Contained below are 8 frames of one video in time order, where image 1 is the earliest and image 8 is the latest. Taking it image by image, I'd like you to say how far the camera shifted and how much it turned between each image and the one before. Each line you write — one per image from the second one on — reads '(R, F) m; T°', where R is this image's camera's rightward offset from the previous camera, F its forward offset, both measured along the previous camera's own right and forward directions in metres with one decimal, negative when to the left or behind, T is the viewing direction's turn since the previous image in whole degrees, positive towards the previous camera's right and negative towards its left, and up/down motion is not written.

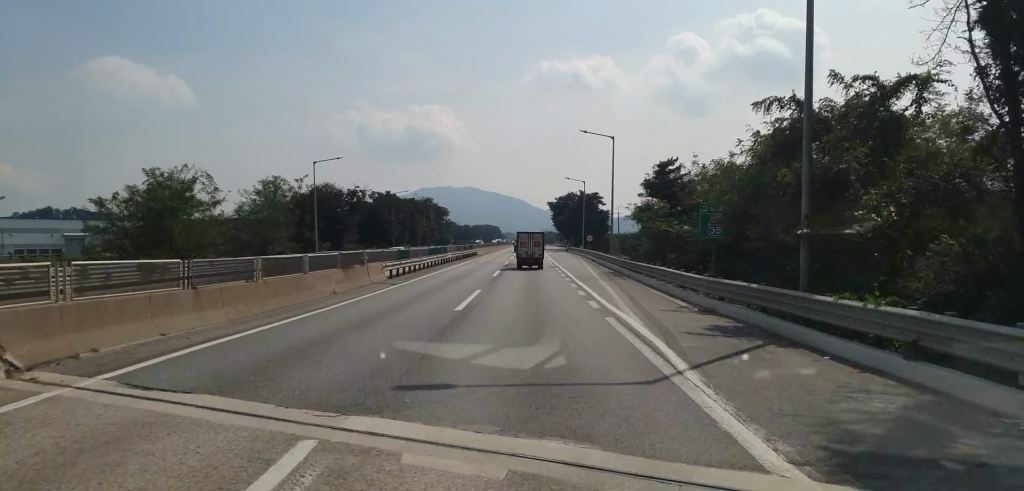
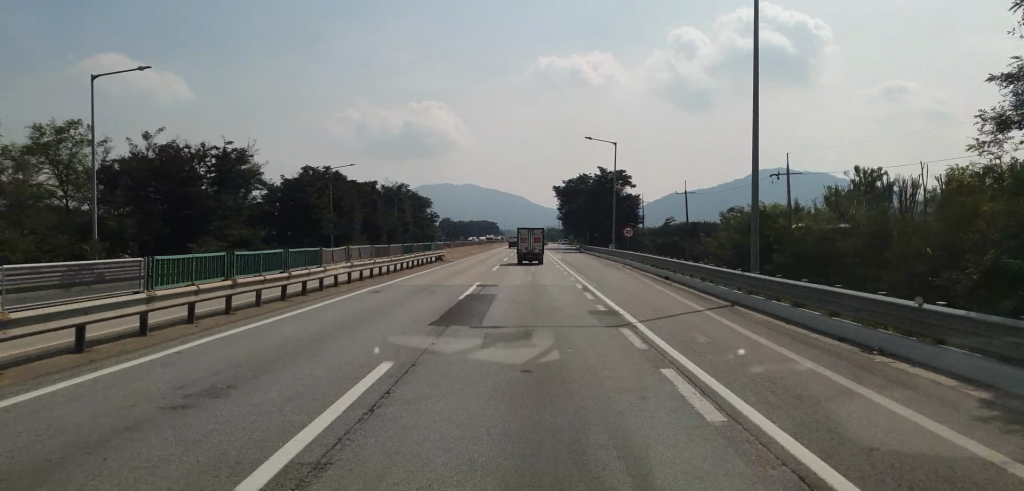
(+0.2, +38.6) m; 0°
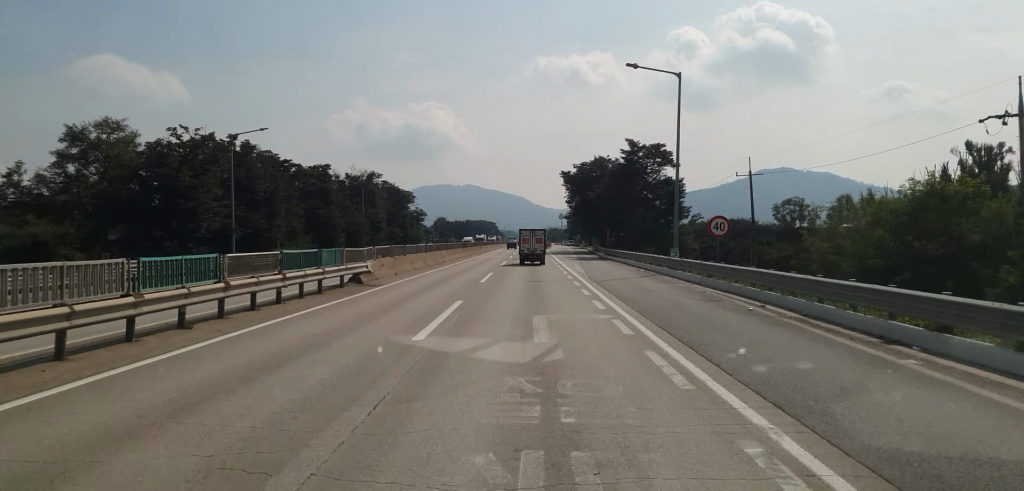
(-0.3, +28.6) m; -1°
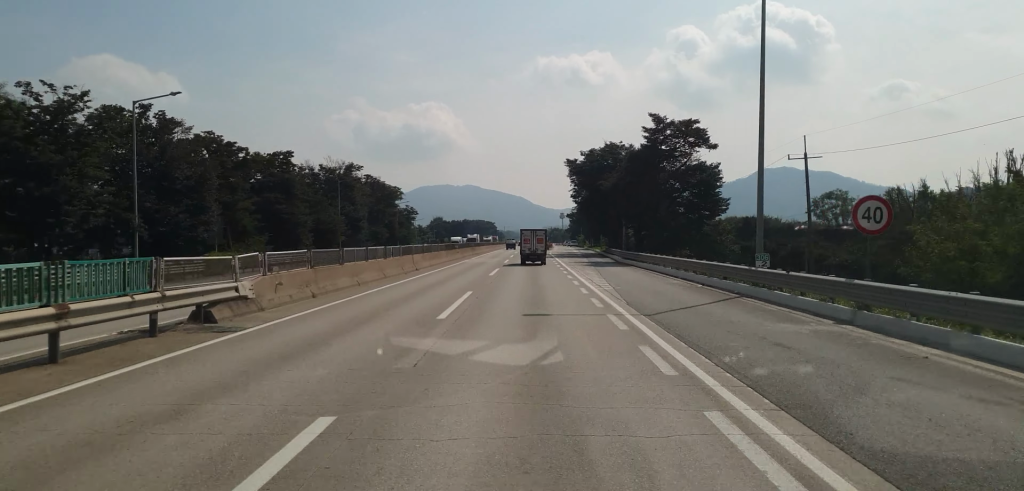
(0.0, +14.2) m; 0°
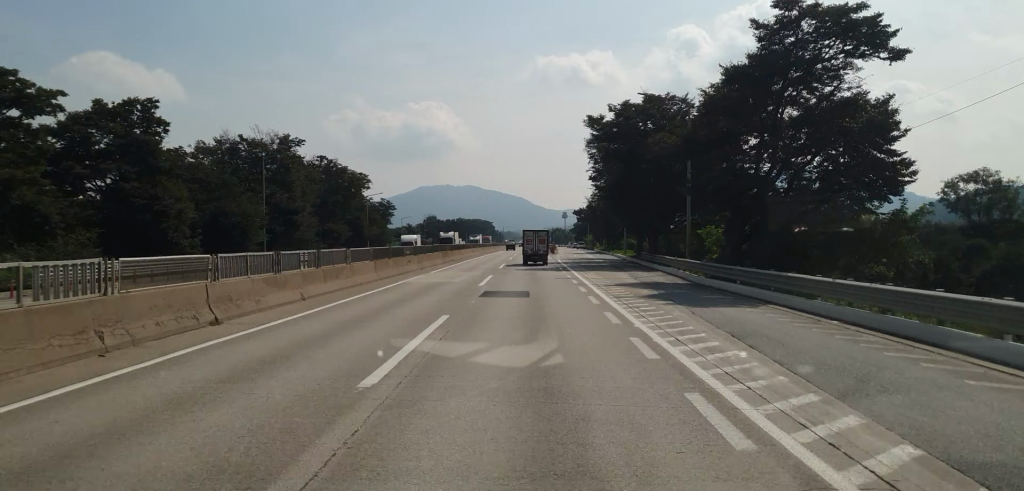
(0.0, +28.5) m; 0°
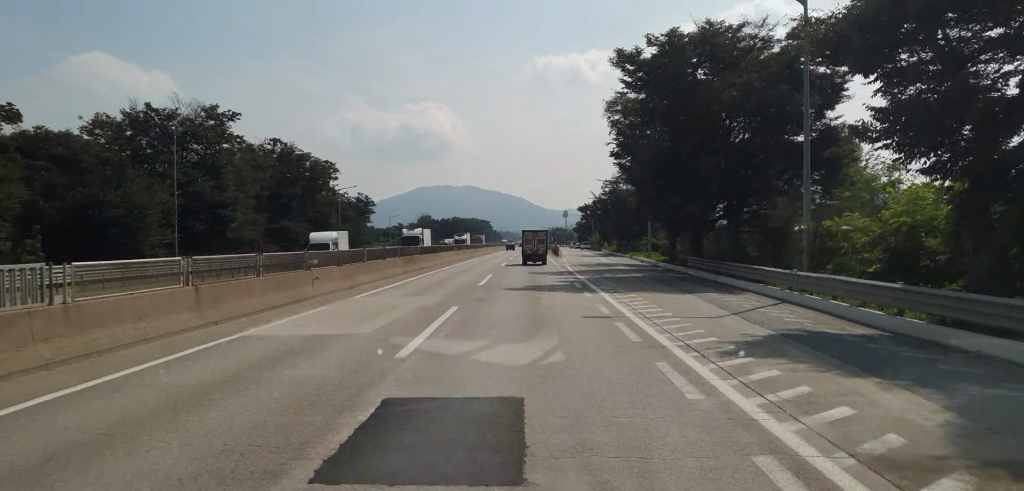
(0.0, +18.0) m; 0°
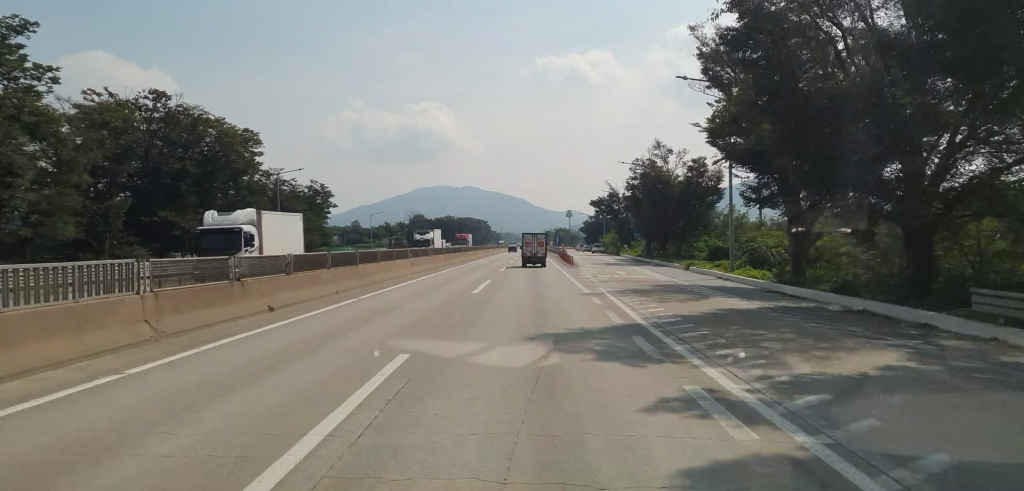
(-0.1, +27.1) m; 0°
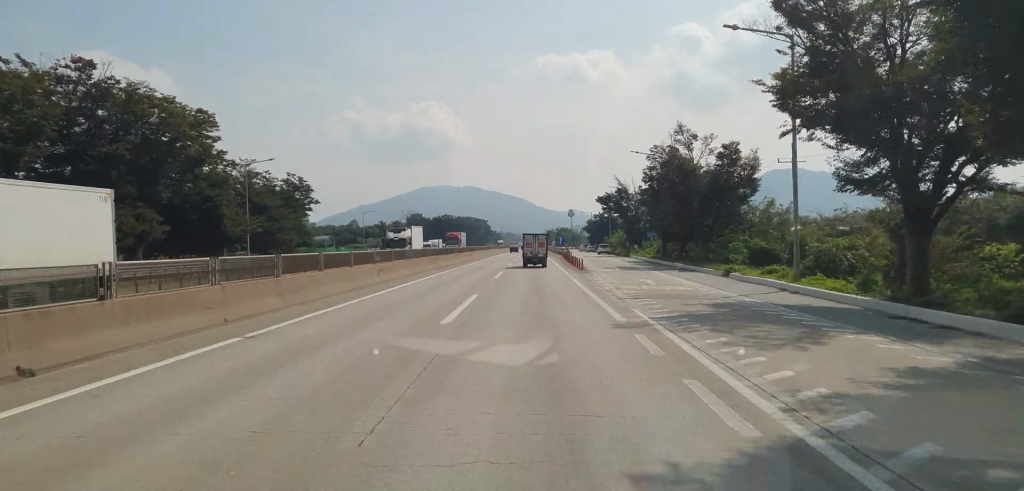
(0.0, +9.8) m; 0°
